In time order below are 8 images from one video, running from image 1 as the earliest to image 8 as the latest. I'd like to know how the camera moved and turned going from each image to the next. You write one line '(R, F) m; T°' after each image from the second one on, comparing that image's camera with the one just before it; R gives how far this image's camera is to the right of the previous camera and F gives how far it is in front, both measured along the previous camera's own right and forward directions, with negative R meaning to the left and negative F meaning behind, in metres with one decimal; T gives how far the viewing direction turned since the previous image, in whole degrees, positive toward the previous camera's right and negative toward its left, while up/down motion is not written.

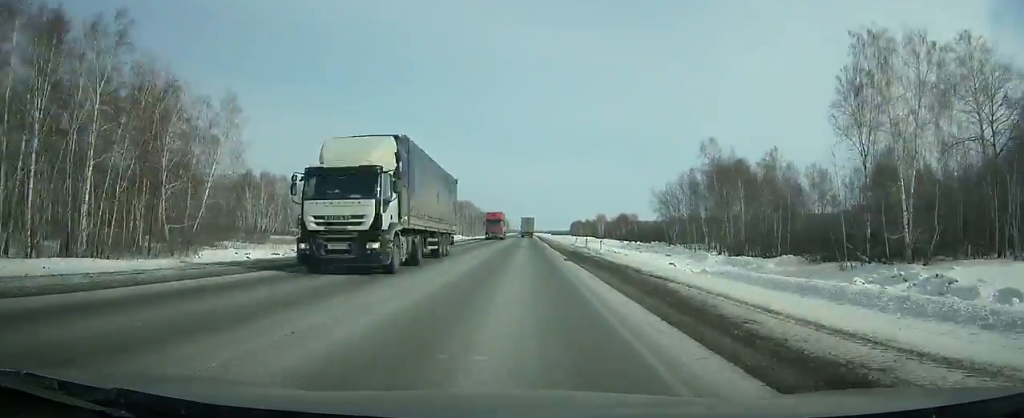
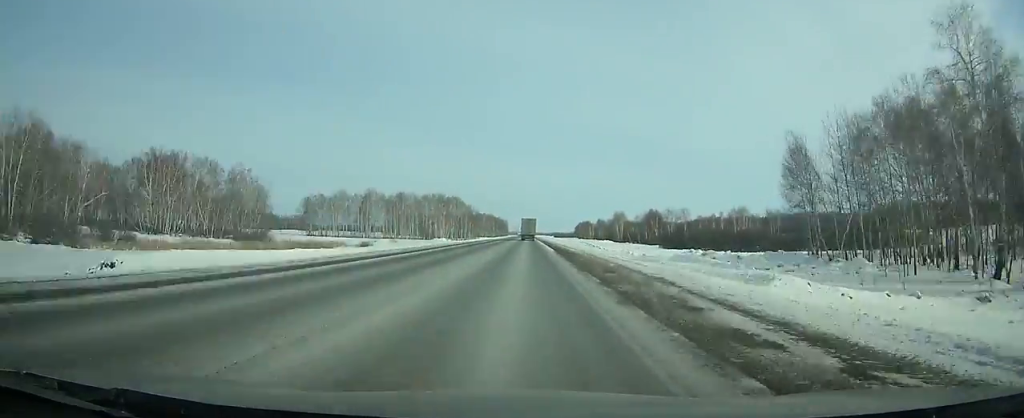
(-0.1, +55.0) m; 0°
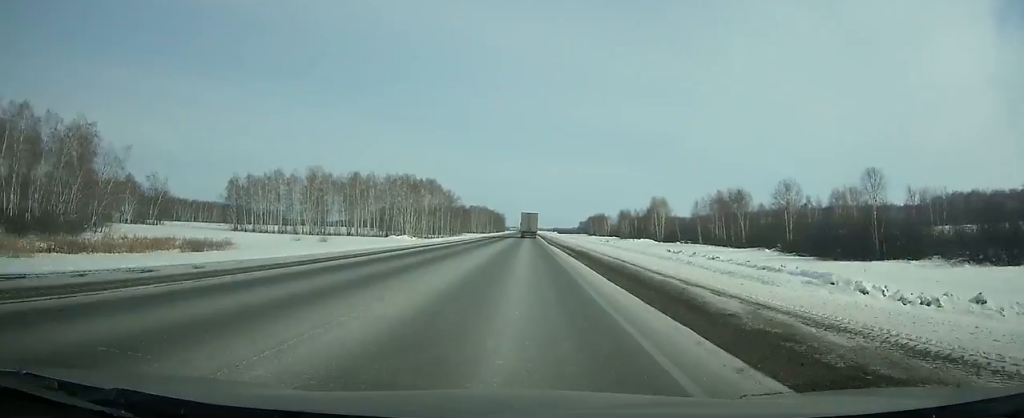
(0.0, +68.1) m; 0°
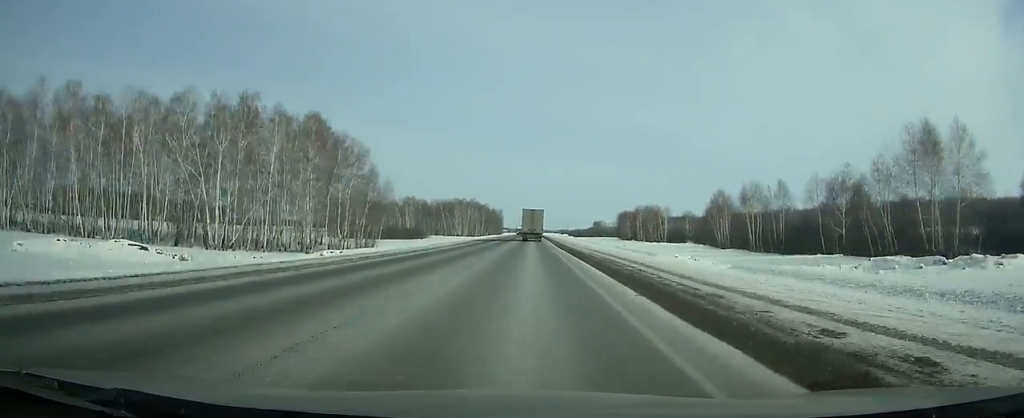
(+0.2, +111.4) m; 0°
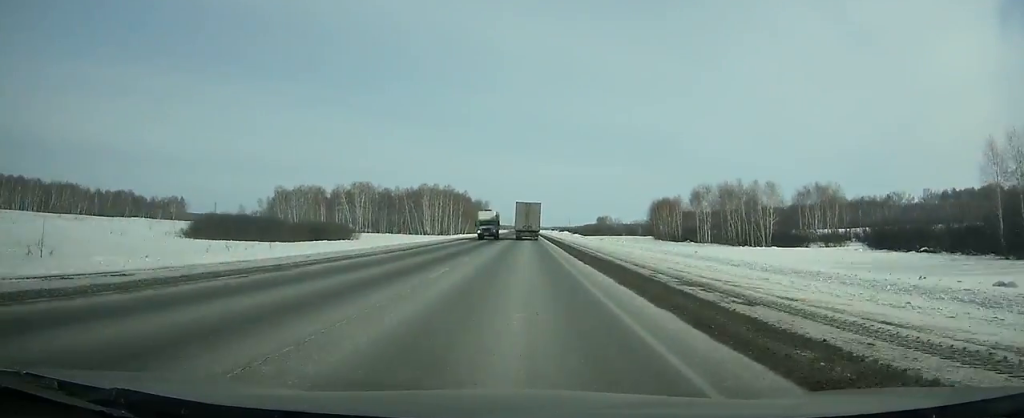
(+0.1, +79.8) m; 0°
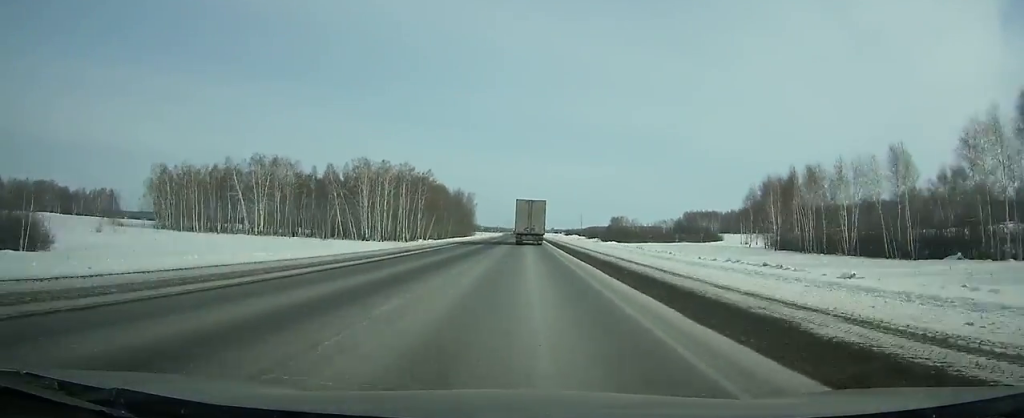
(-0.1, +87.5) m; 0°
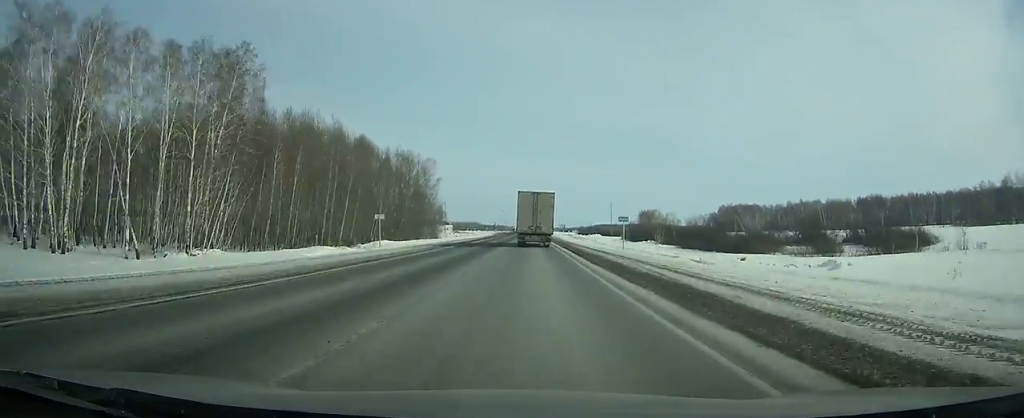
(-0.3, +99.7) m; 0°
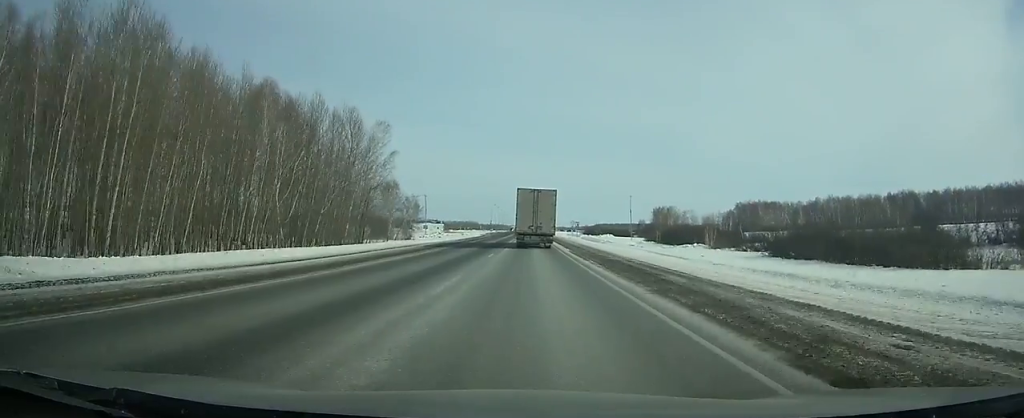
(0.0, +40.2) m; 0°
